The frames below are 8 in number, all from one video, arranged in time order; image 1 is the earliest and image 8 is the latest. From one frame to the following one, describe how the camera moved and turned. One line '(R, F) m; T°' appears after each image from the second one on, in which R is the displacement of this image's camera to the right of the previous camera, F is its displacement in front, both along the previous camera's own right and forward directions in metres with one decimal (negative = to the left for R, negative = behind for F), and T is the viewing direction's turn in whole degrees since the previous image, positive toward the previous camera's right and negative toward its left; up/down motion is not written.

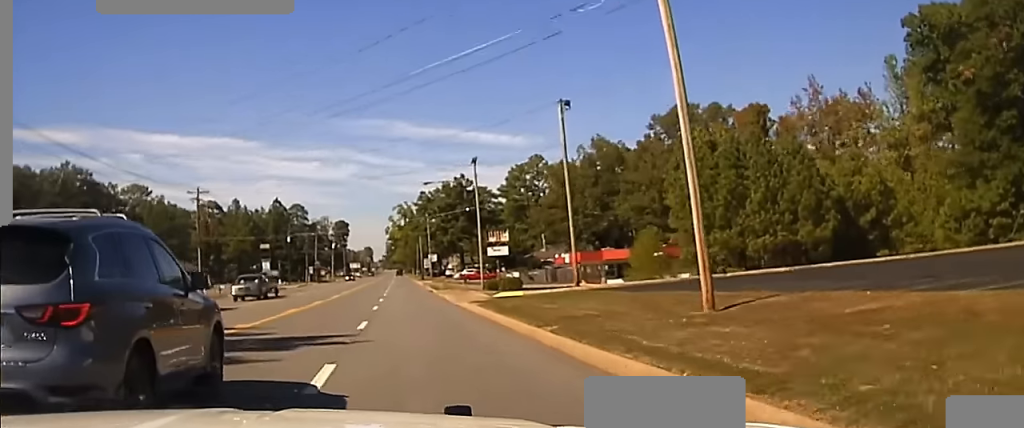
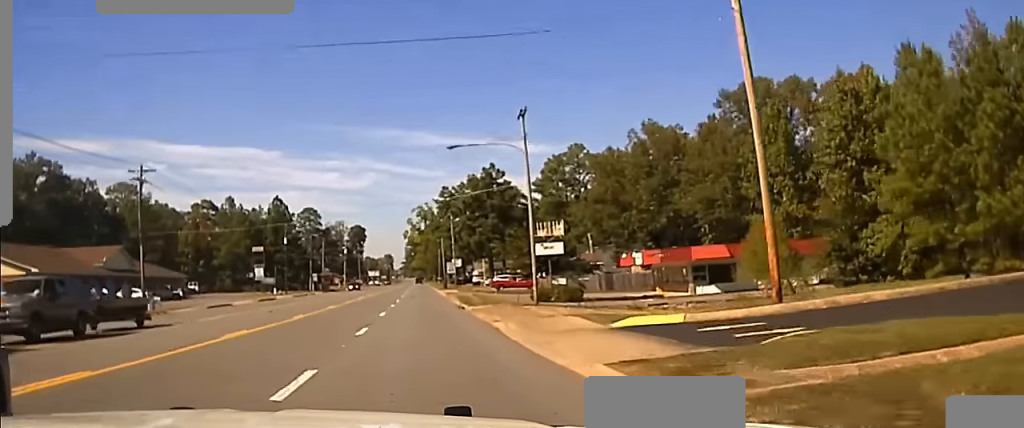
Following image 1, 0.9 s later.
(-0.3, +25.0) m; -1°
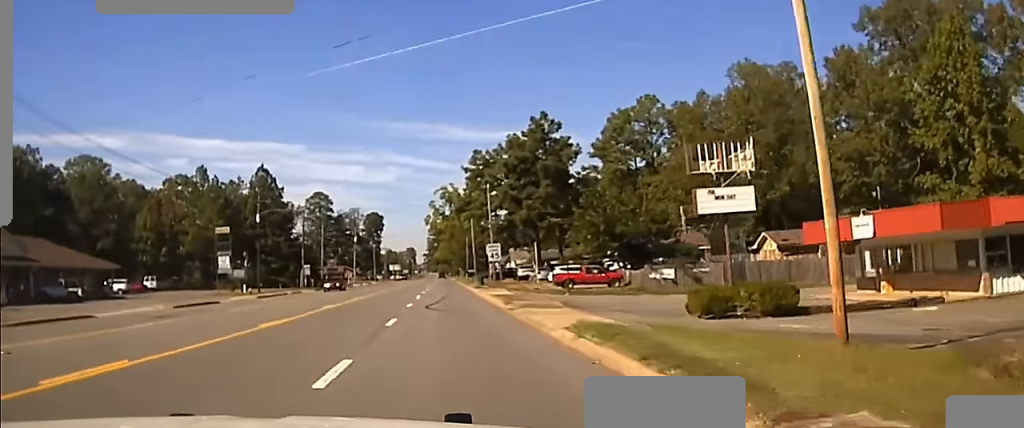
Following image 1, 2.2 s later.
(-0.3, +34.9) m; -1°
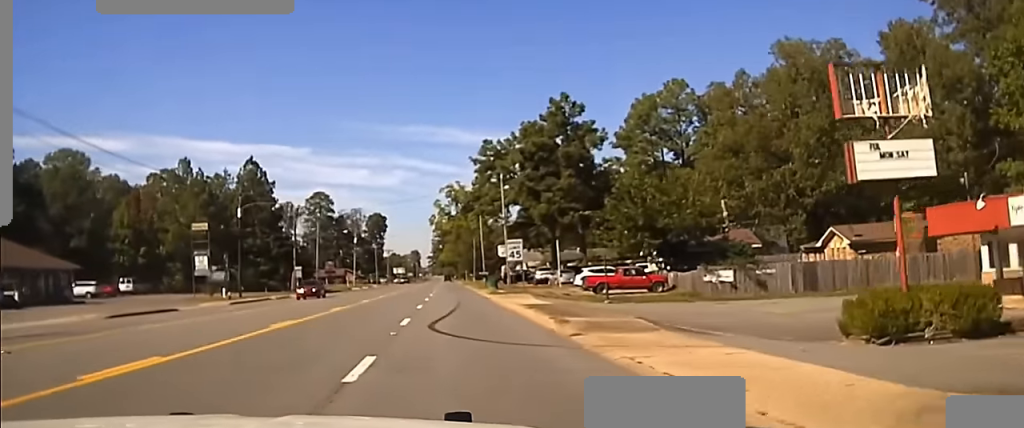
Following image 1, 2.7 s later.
(-0.1, +11.9) m; 0°
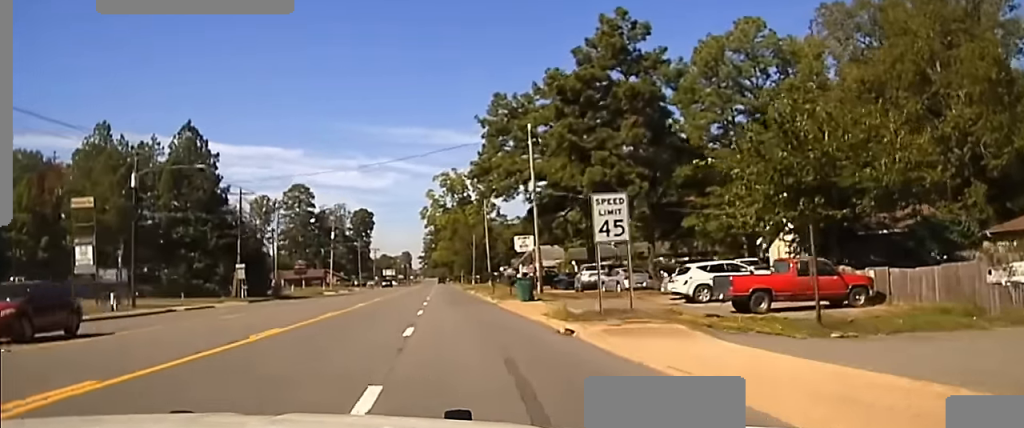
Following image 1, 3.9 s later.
(0.0, +28.1) m; 0°
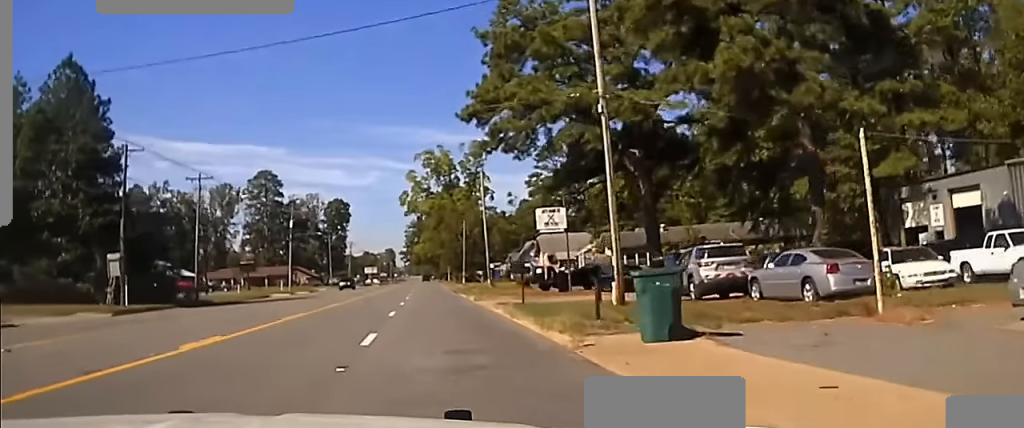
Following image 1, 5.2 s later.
(0.0, +26.5) m; 0°
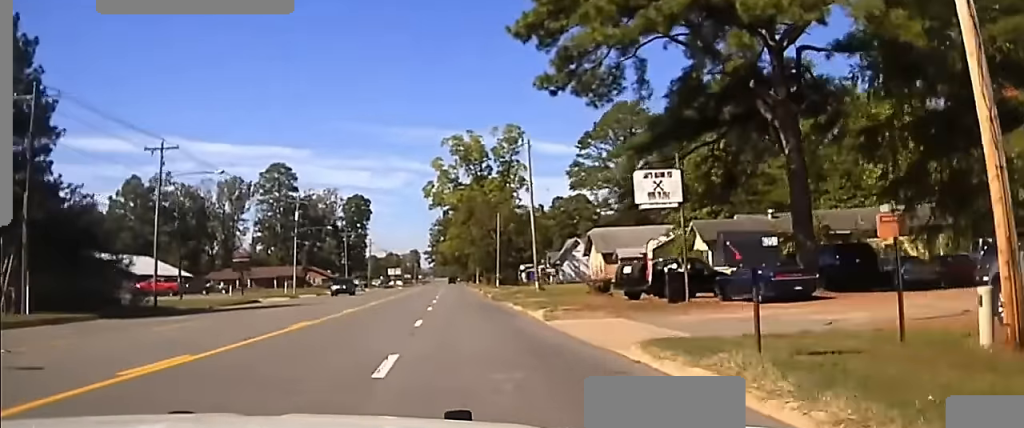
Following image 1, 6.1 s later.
(-0.1, +17.1) m; 0°
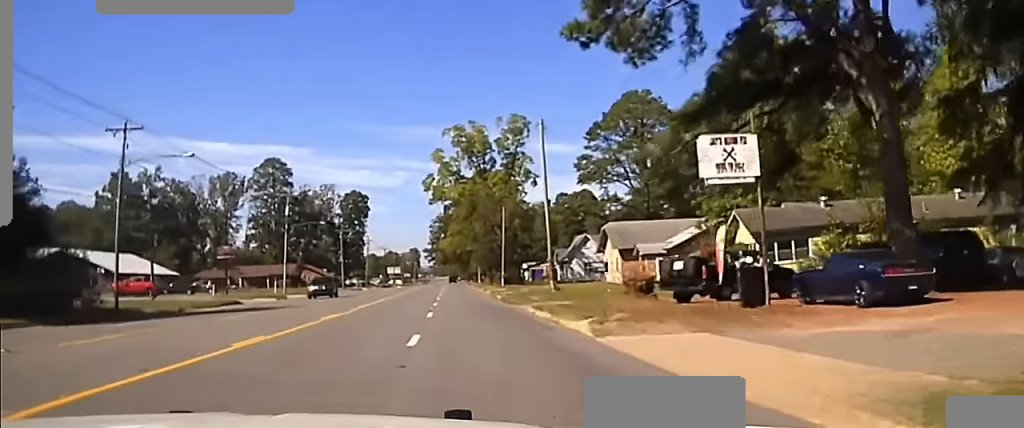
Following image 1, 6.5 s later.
(-0.1, +7.4) m; 0°
